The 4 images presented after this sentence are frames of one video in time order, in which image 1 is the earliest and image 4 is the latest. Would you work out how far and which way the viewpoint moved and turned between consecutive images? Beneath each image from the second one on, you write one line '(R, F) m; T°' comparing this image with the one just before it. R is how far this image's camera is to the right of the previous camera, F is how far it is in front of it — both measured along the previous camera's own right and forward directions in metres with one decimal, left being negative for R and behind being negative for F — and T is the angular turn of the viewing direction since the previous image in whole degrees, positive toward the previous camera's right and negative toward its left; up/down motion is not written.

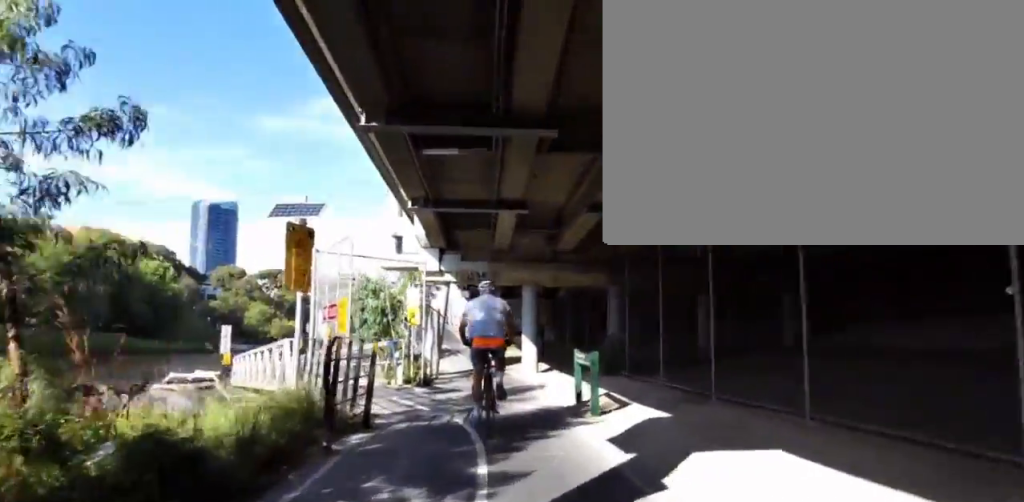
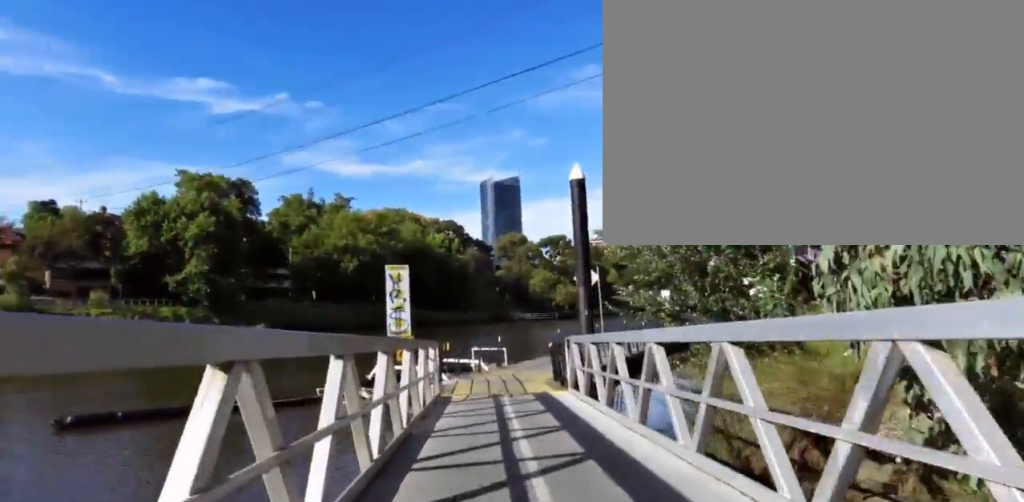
(-6.8, +21.2) m; -42°
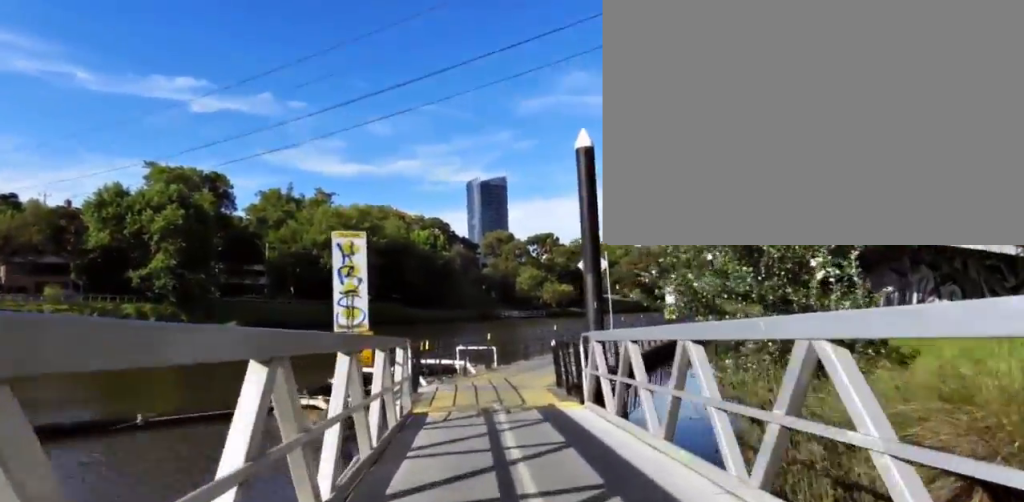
(-0.2, +3.9) m; +2°
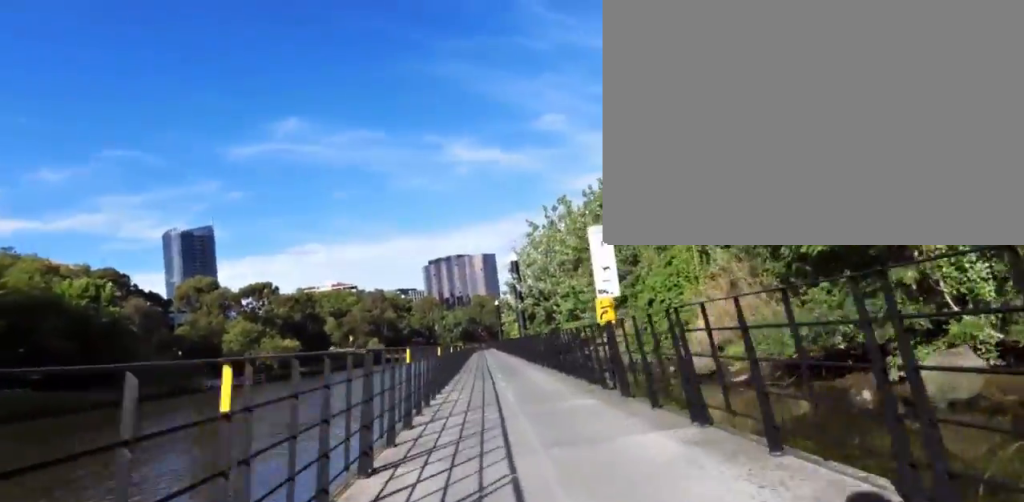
(+8.8, +19.2) m; +45°
